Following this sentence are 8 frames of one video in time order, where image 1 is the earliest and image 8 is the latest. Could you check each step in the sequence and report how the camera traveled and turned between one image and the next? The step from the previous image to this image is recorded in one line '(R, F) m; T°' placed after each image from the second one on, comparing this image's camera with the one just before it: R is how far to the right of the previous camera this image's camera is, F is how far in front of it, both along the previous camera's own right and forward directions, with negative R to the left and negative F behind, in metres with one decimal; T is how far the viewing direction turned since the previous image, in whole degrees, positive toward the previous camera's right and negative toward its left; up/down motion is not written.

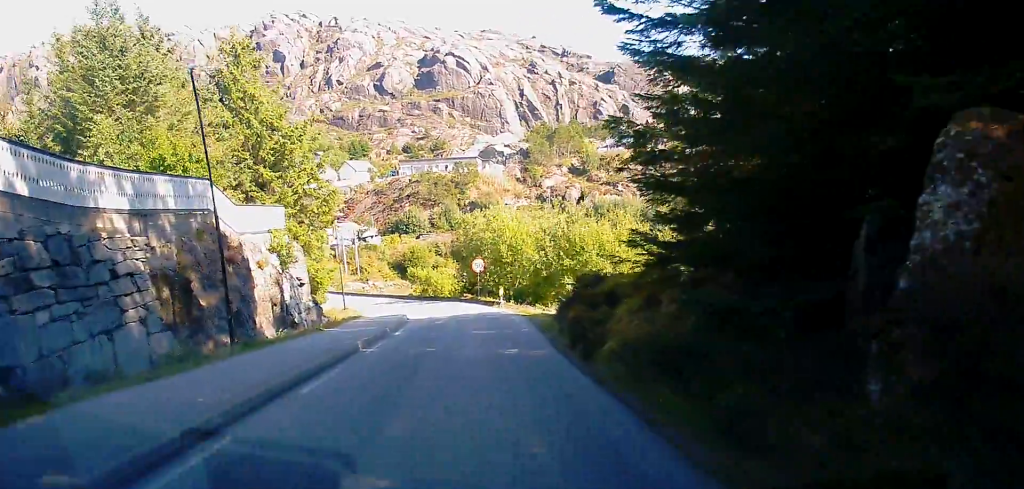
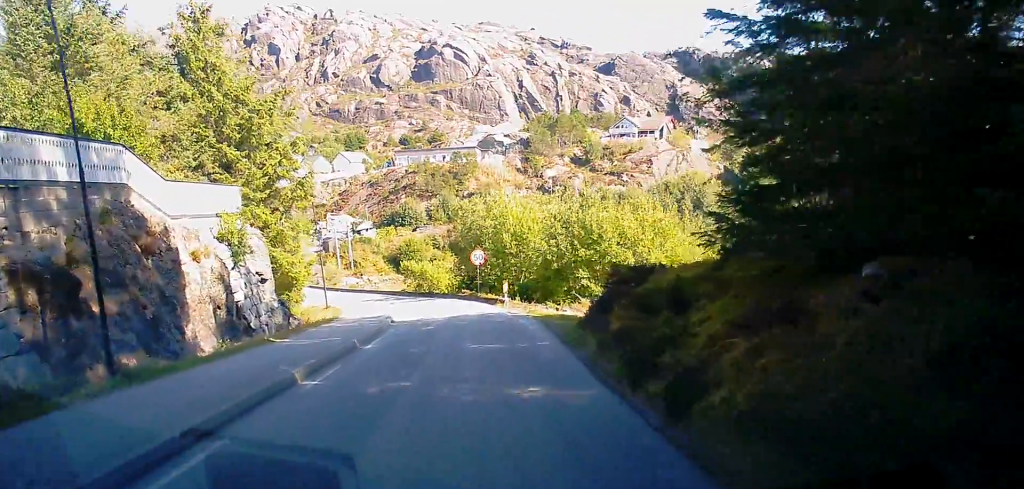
(+0.2, +6.0) m; 0°
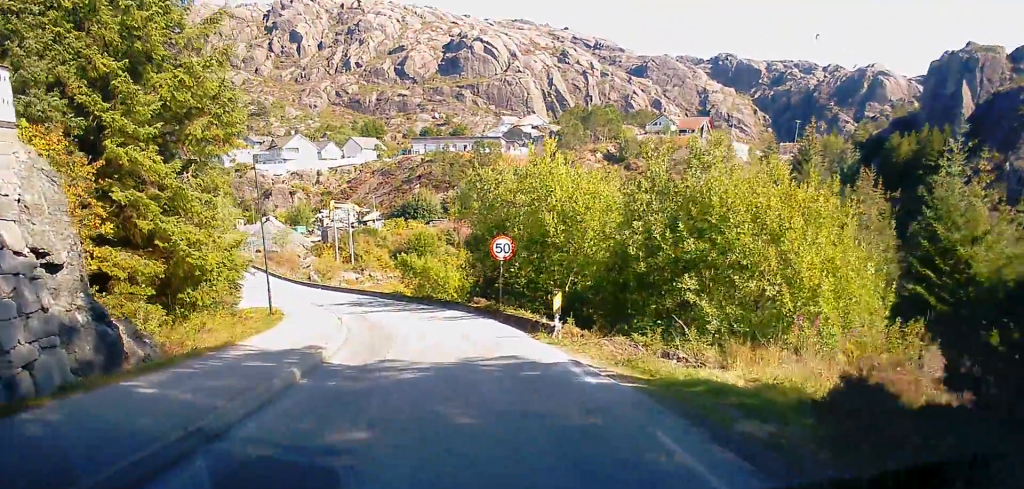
(0.0, +15.7) m; -1°
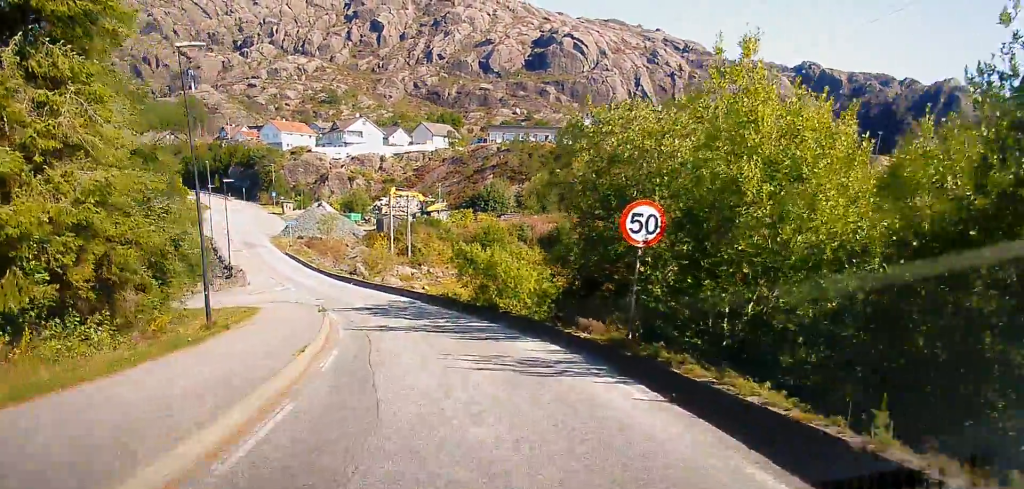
(-0.1, +14.1) m; -3°
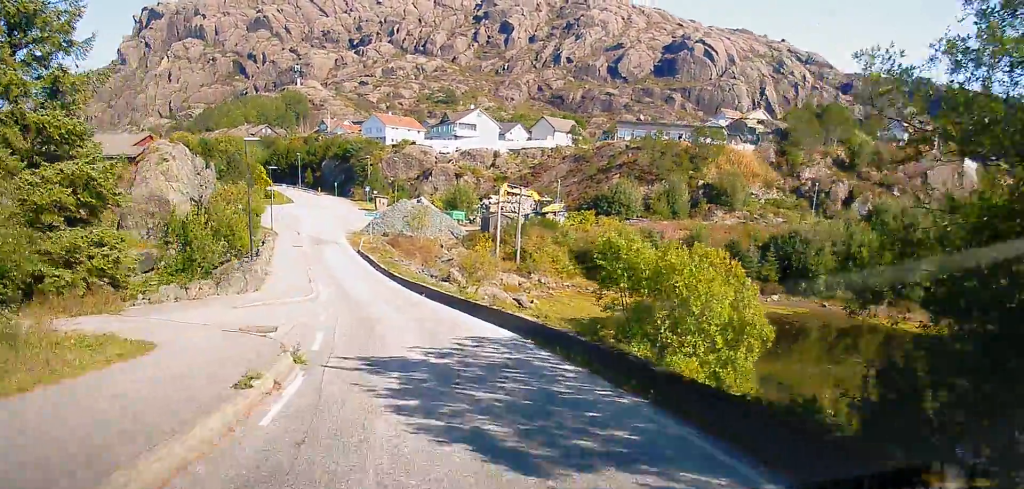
(-1.0, +16.9) m; -8°
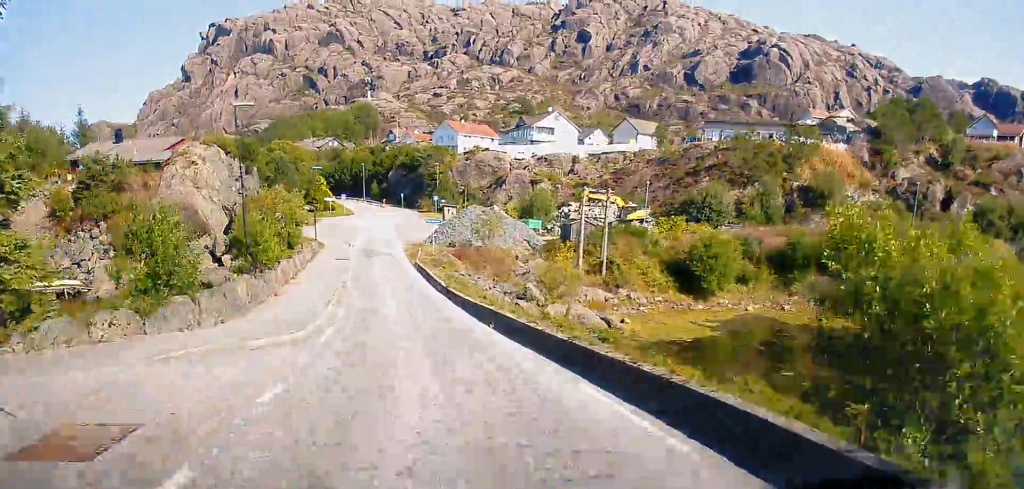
(-0.6, +11.7) m; -4°
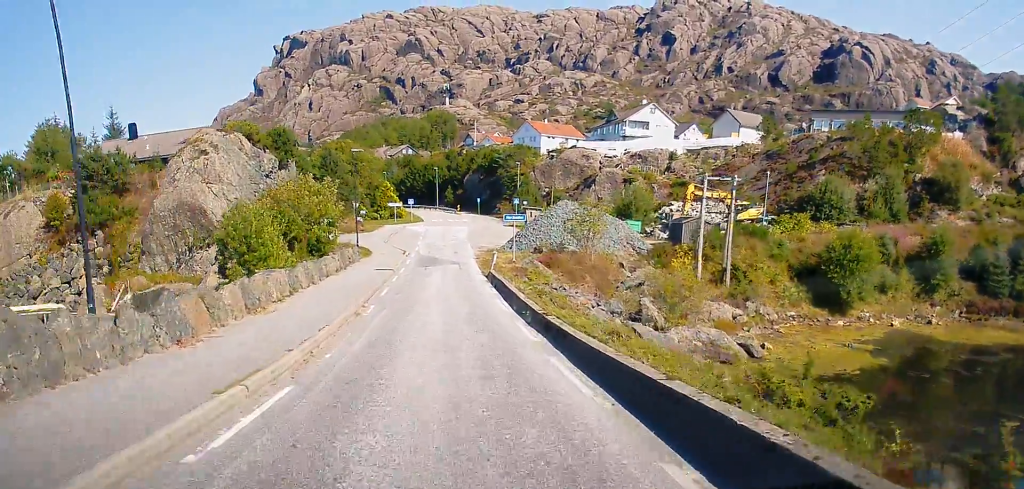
(-0.8, +17.2) m; -5°
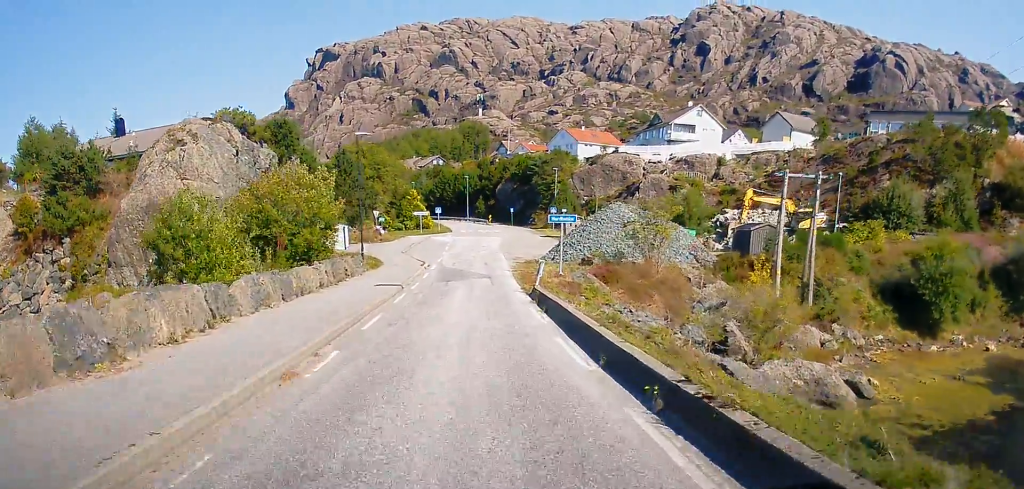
(-0.3, +10.8) m; -3°
